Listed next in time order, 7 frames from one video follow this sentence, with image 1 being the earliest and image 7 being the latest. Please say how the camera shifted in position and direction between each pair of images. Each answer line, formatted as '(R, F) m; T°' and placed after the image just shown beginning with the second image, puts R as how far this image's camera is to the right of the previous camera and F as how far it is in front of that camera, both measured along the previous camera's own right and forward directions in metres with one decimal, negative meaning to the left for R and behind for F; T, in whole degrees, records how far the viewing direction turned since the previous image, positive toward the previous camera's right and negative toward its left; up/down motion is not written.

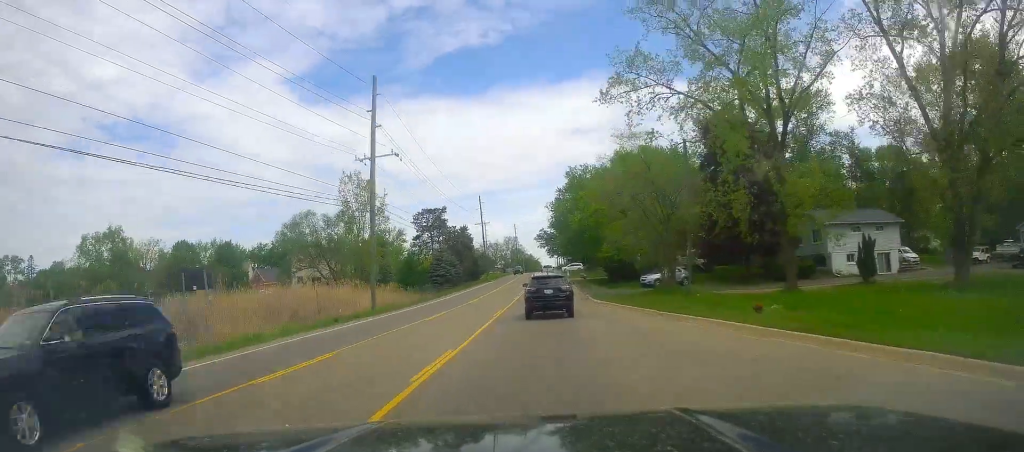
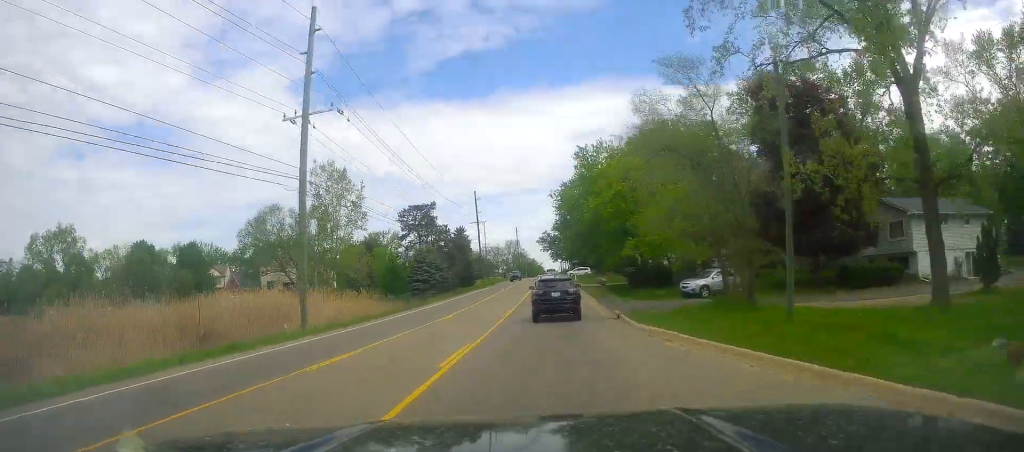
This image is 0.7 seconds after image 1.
(+0.5, +13.8) m; +1°
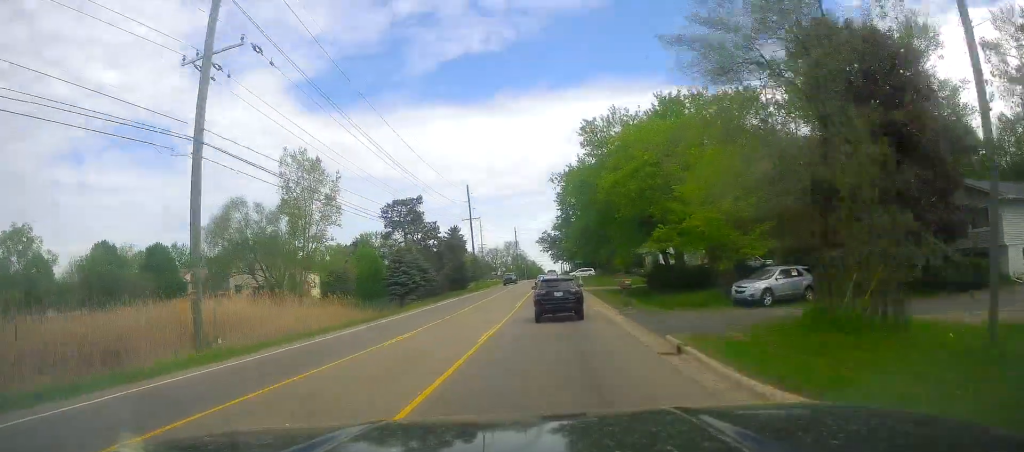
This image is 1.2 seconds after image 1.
(-0.1, +10.2) m; -1°
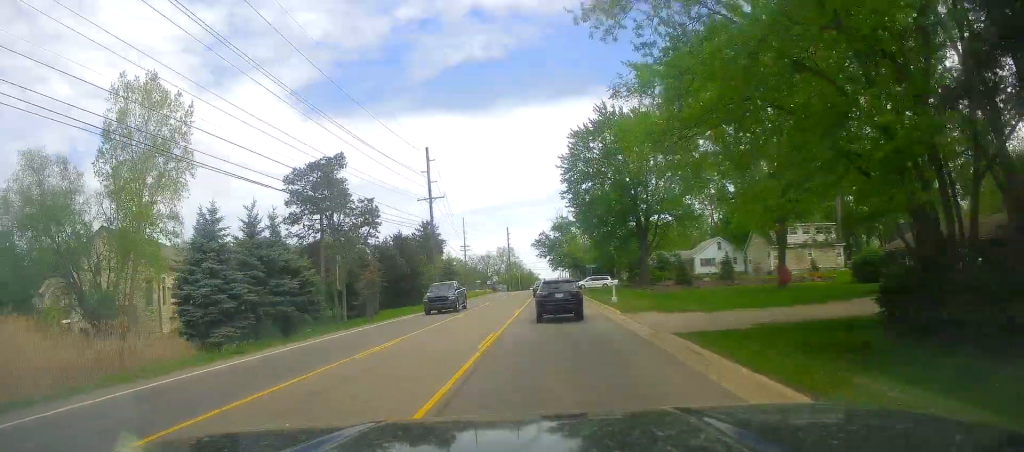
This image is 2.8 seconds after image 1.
(-1.0, +32.7) m; 0°
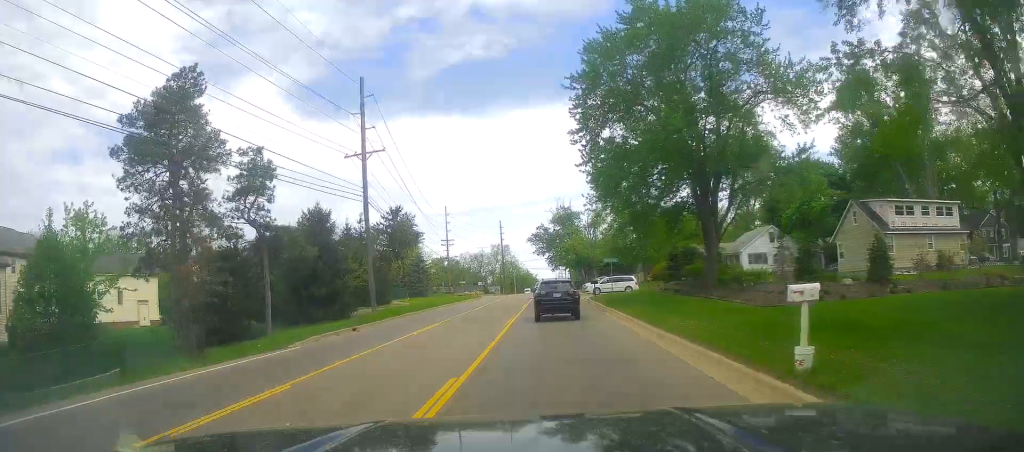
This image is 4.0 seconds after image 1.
(+0.6, +23.7) m; 0°
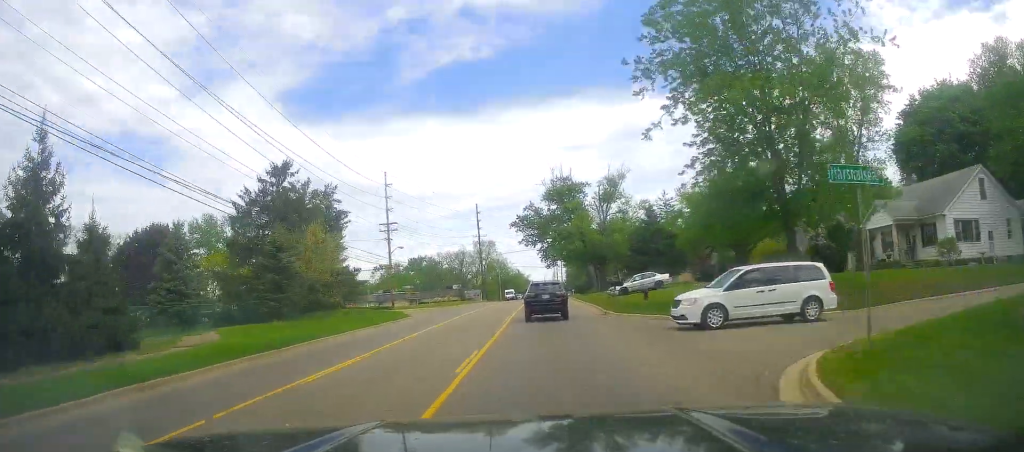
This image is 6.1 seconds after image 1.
(+0.5, +41.3) m; +2°
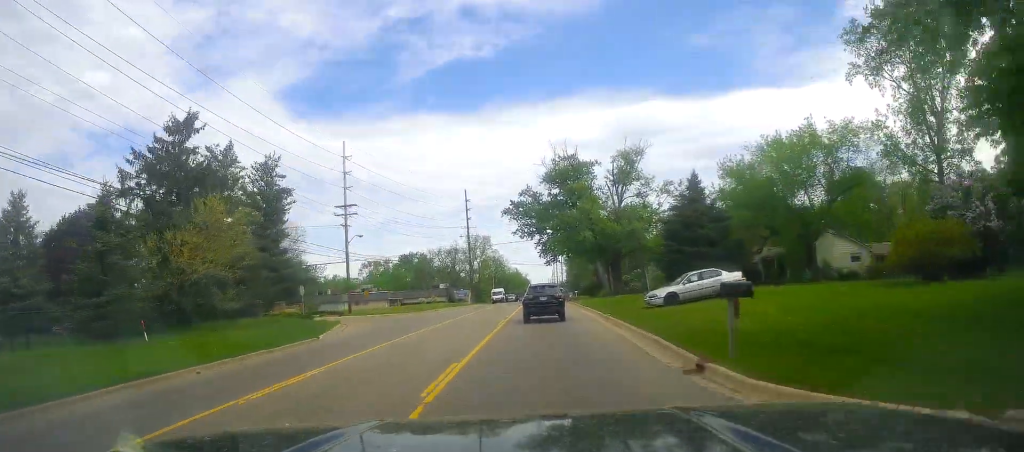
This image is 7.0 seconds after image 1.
(-0.1, +17.3) m; -1°
